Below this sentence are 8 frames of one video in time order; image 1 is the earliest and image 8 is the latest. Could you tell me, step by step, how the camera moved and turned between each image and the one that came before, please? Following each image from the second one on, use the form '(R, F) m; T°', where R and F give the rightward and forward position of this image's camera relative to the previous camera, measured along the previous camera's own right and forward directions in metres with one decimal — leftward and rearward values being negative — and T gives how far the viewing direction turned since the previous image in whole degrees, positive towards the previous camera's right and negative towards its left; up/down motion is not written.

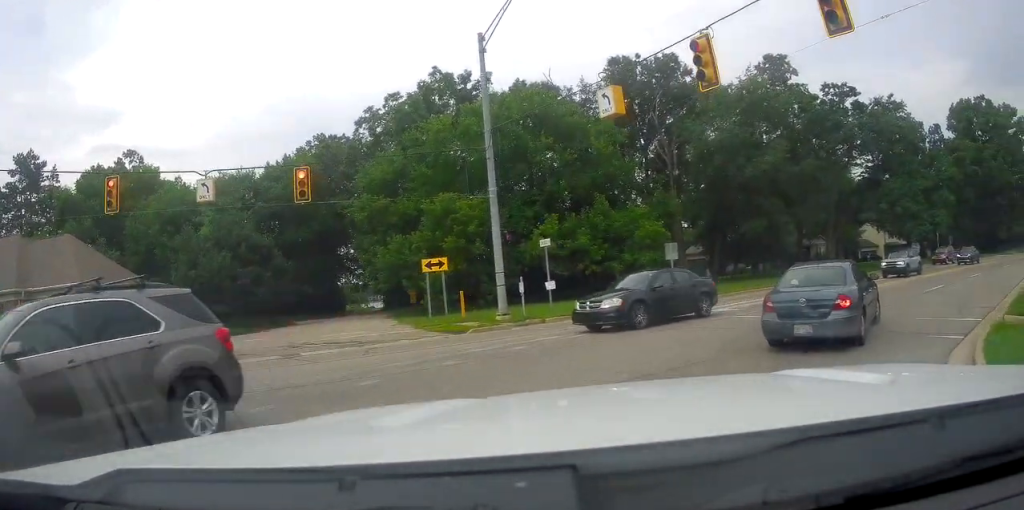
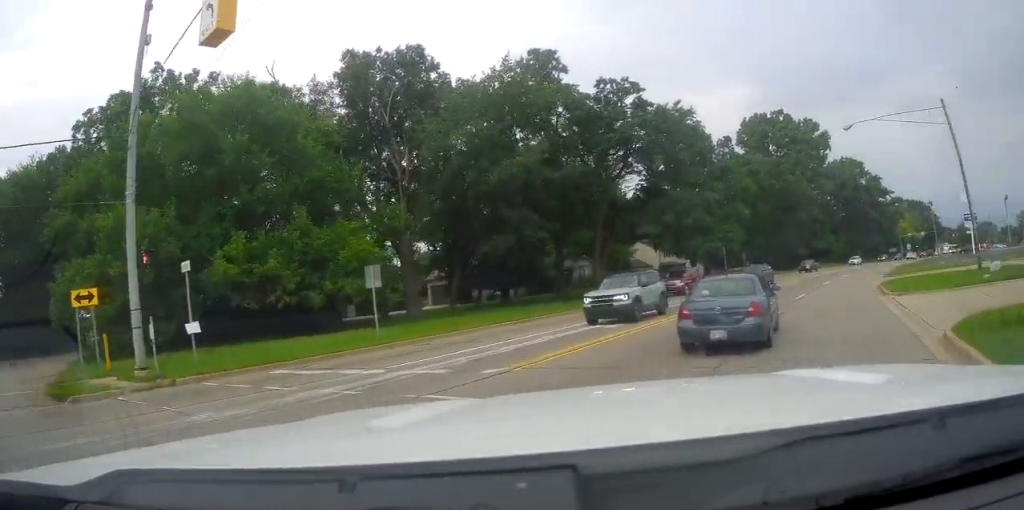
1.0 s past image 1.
(+0.6, +6.9) m; +17°
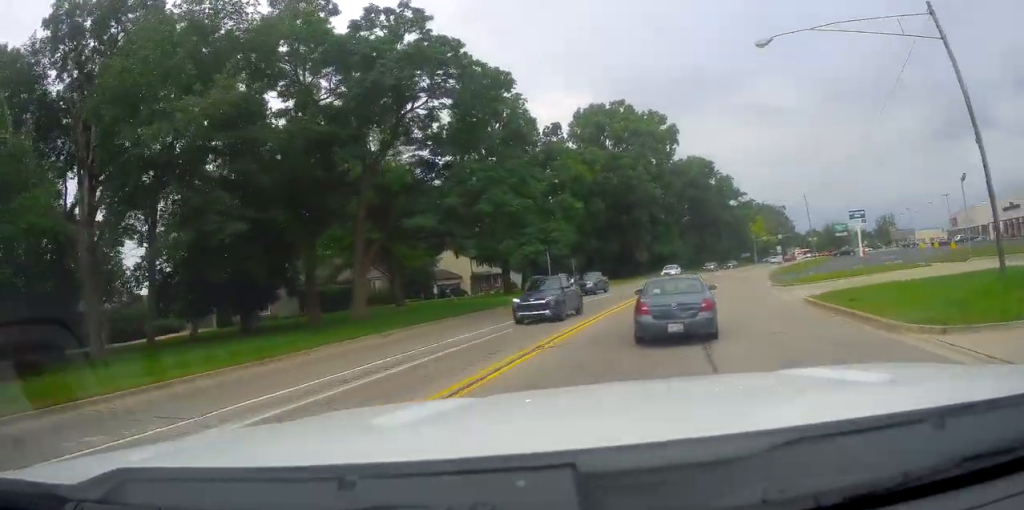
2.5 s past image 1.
(+3.5, +13.2) m; +21°
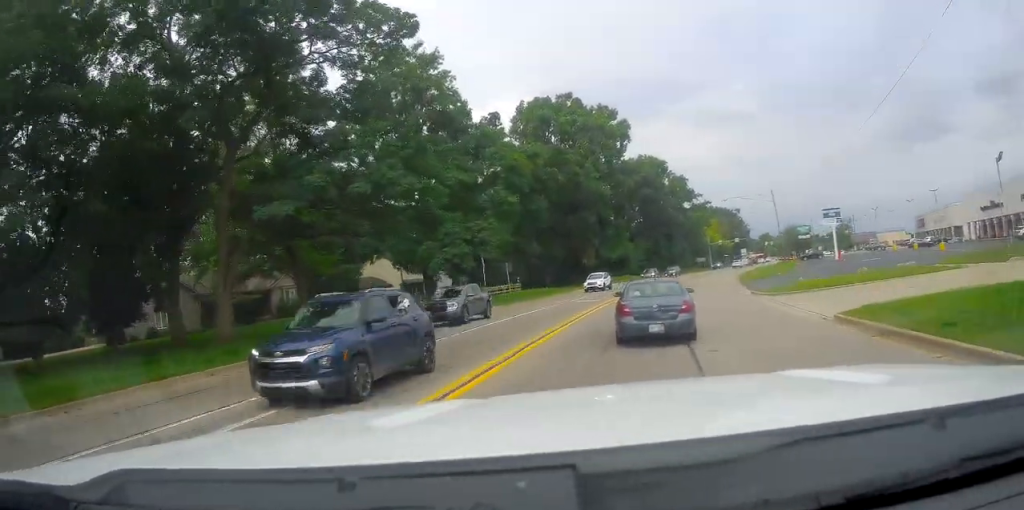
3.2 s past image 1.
(+0.3, +7.8) m; +3°
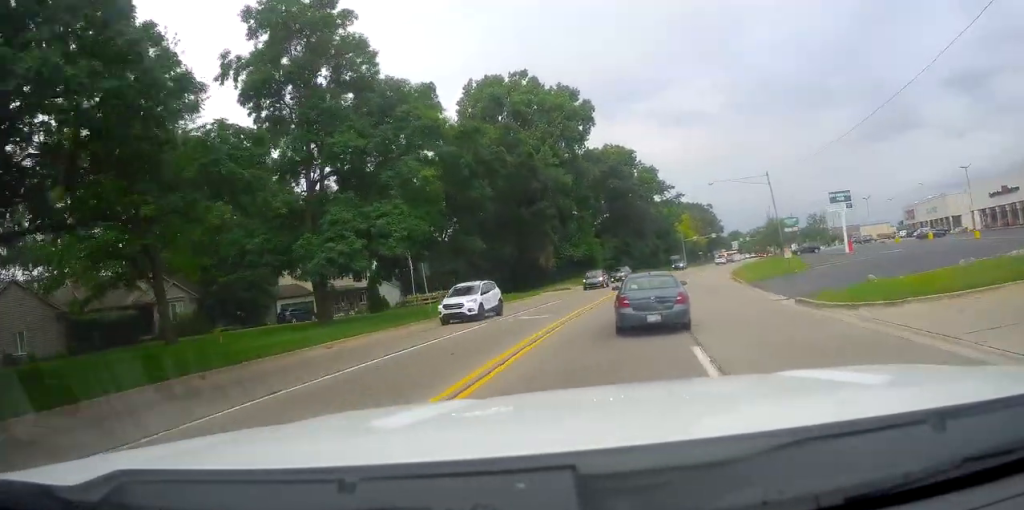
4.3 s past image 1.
(+0.3, +12.3) m; +5°
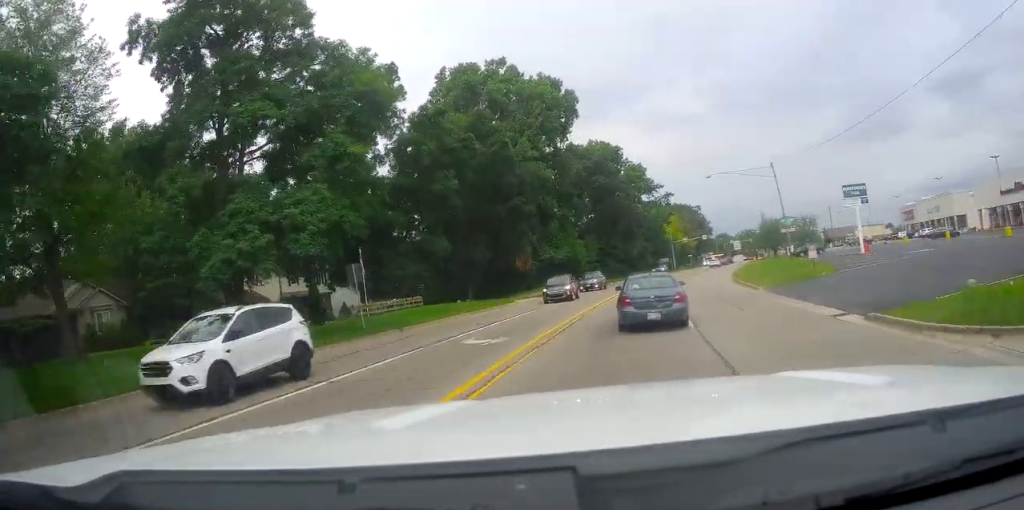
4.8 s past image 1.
(+0.1, +6.9) m; +3°
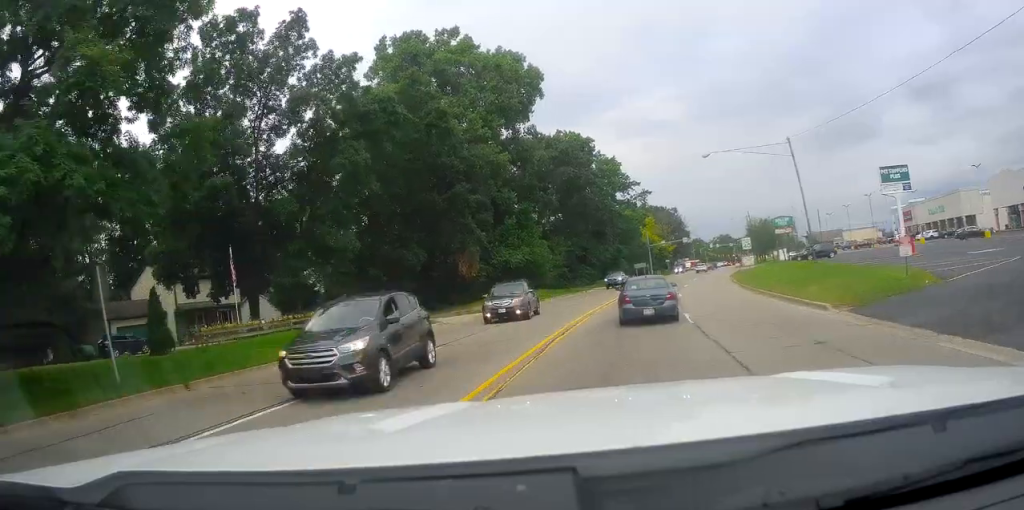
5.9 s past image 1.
(+0.8, +12.8) m; +4°
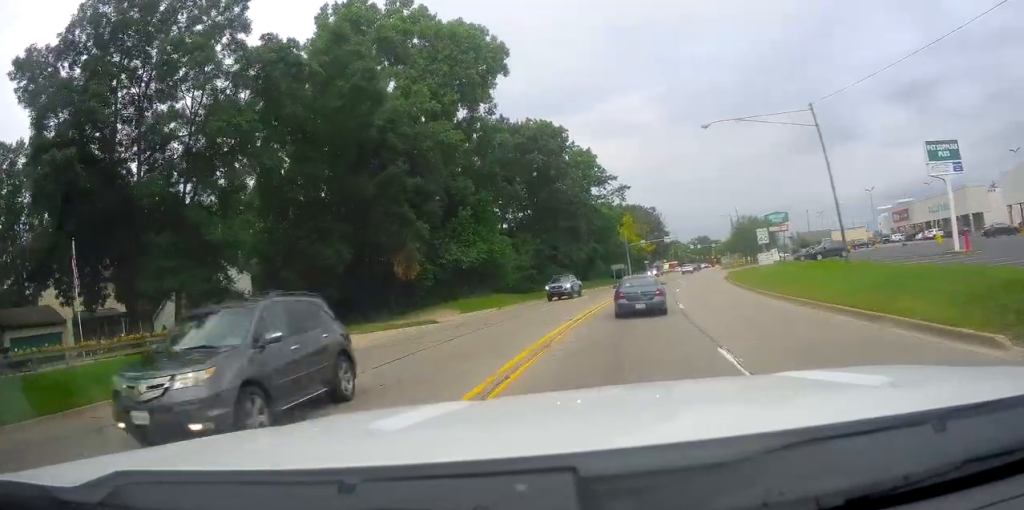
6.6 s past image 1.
(+0.2, +9.6) m; 0°
